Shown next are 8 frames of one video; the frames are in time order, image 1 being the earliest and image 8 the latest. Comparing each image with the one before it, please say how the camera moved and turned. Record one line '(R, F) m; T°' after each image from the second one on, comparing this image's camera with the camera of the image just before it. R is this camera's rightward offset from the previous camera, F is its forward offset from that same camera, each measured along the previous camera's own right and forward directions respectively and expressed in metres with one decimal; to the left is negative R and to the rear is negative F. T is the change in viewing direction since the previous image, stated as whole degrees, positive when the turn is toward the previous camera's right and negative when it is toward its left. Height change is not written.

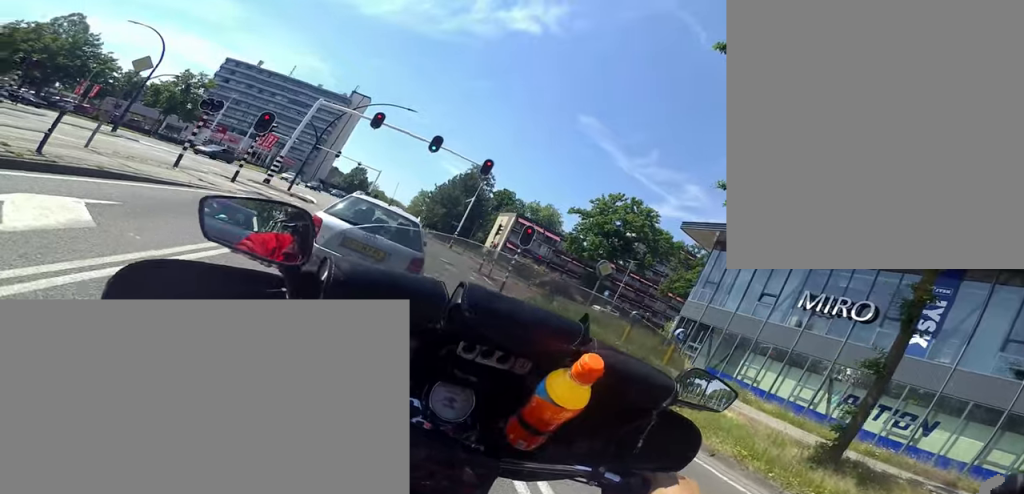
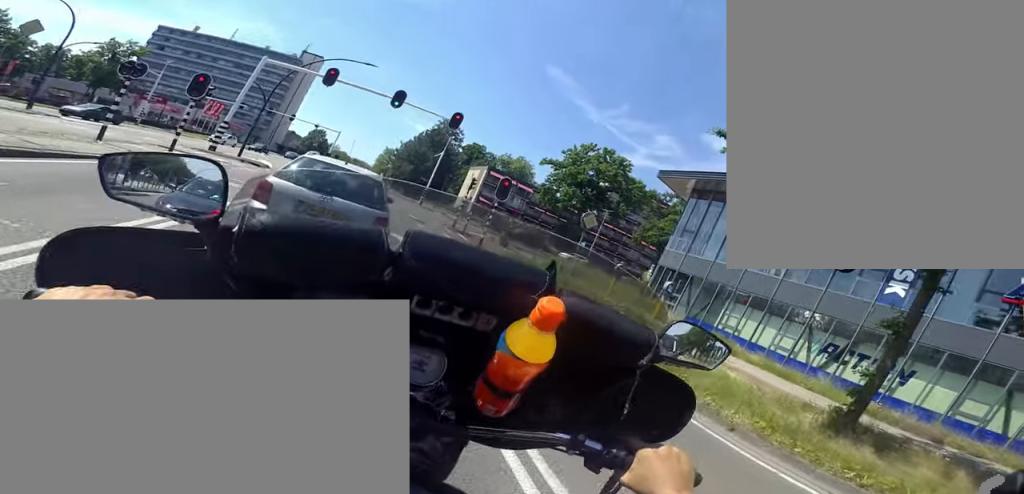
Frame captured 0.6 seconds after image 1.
(-0.5, +3.3) m; -8°
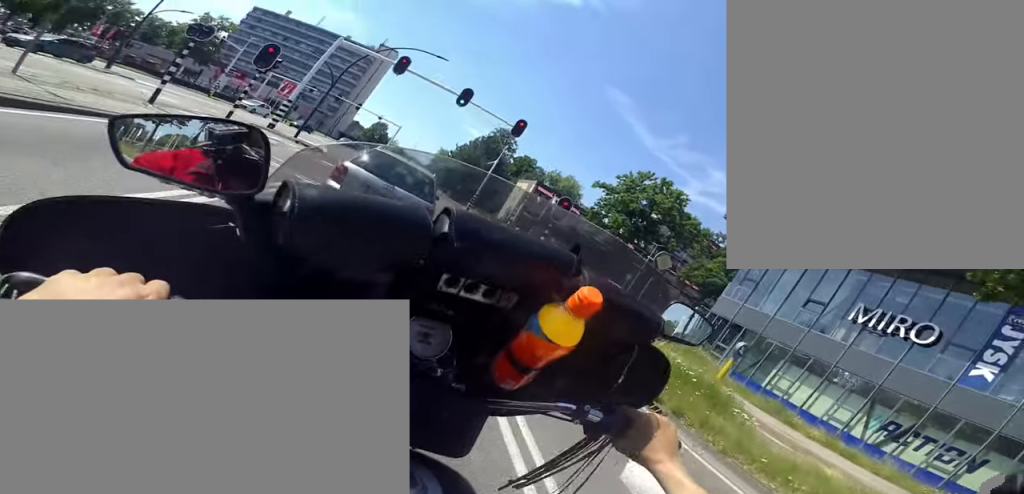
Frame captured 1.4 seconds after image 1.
(-0.5, +4.8) m; -6°
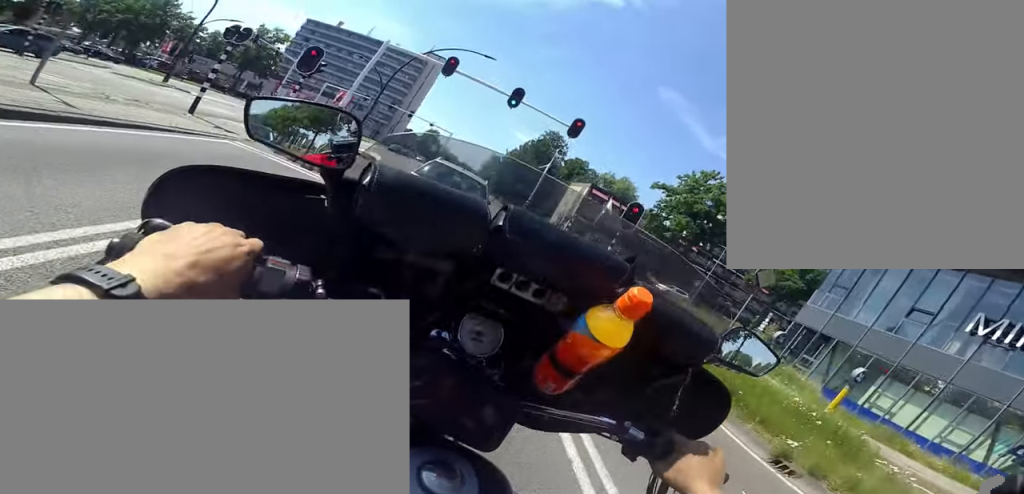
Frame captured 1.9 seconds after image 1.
(-0.1, +3.1) m; 0°
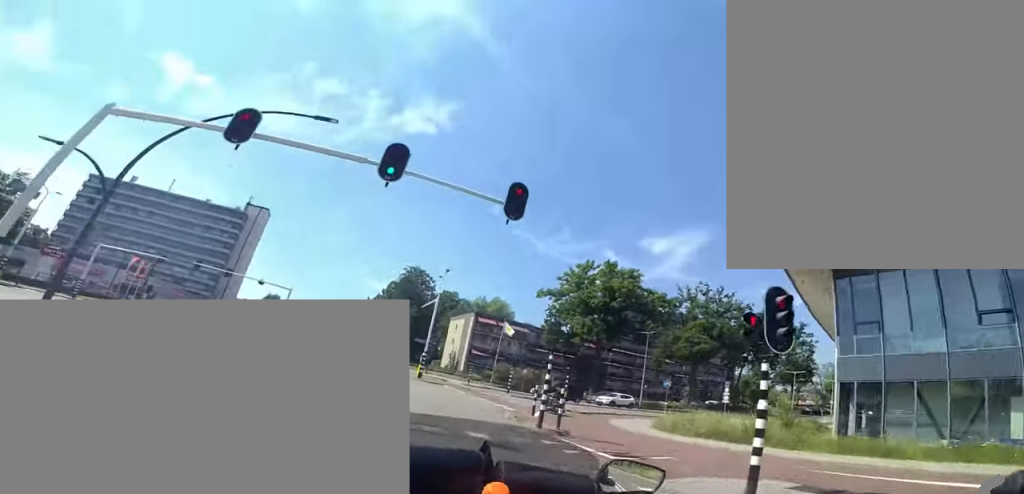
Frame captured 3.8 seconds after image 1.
(+2.1, +14.9) m; +9°
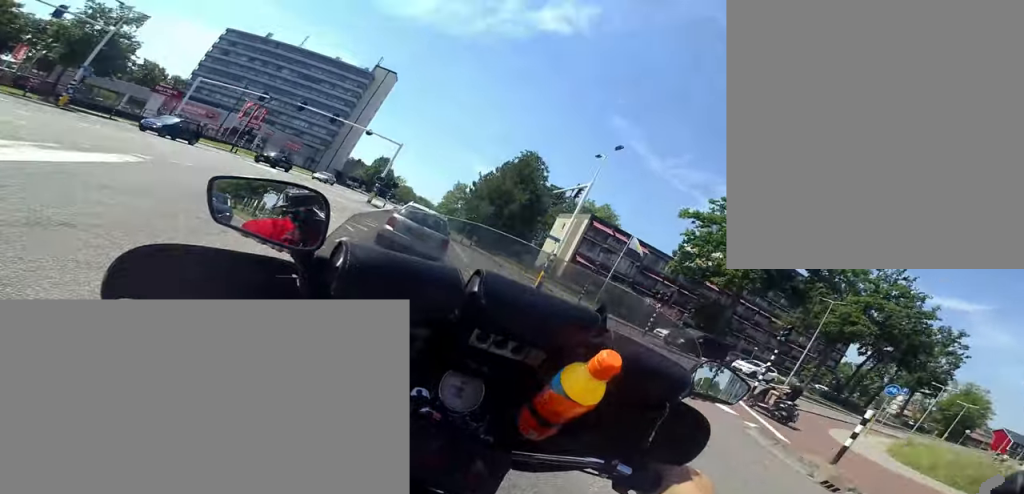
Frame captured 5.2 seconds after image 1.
(-1.4, +12.2) m; -9°
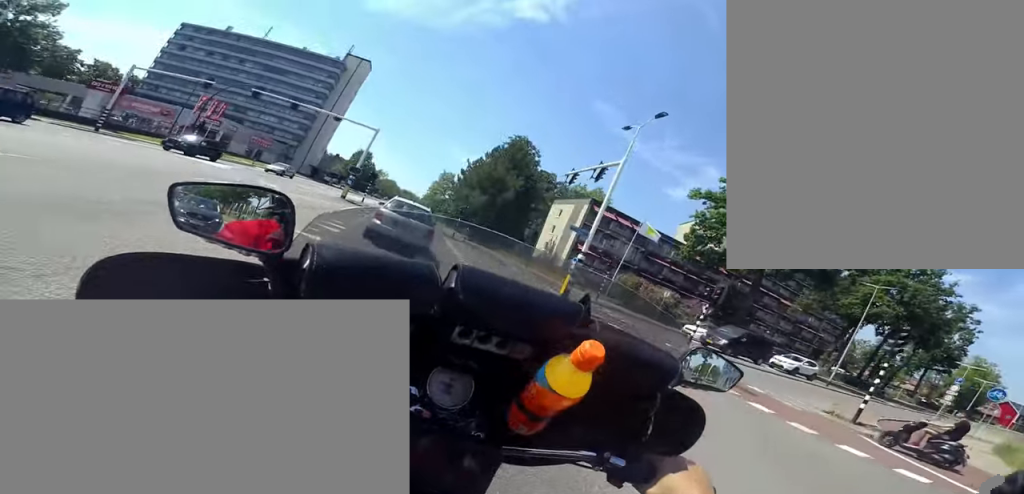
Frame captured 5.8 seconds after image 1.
(-0.1, +5.5) m; +5°
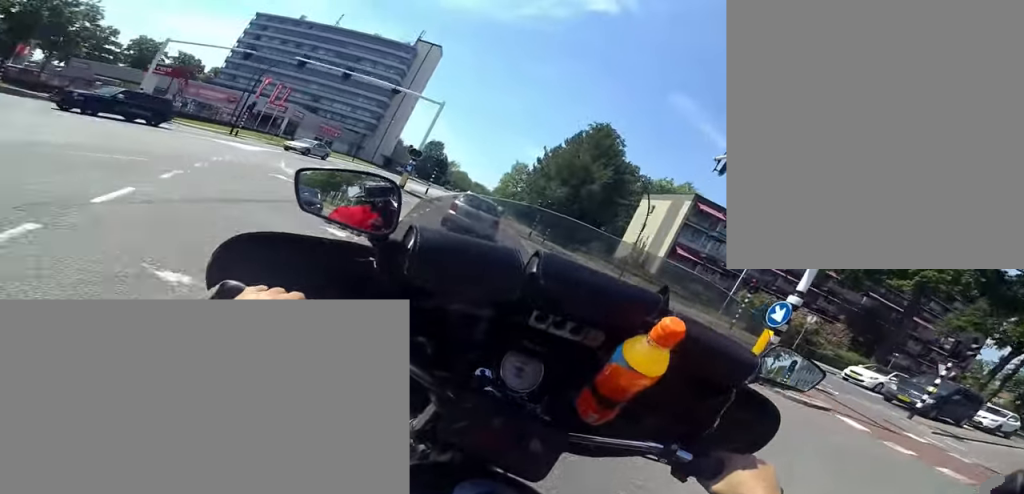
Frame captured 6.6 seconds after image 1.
(+0.6, +7.6) m; +2°
